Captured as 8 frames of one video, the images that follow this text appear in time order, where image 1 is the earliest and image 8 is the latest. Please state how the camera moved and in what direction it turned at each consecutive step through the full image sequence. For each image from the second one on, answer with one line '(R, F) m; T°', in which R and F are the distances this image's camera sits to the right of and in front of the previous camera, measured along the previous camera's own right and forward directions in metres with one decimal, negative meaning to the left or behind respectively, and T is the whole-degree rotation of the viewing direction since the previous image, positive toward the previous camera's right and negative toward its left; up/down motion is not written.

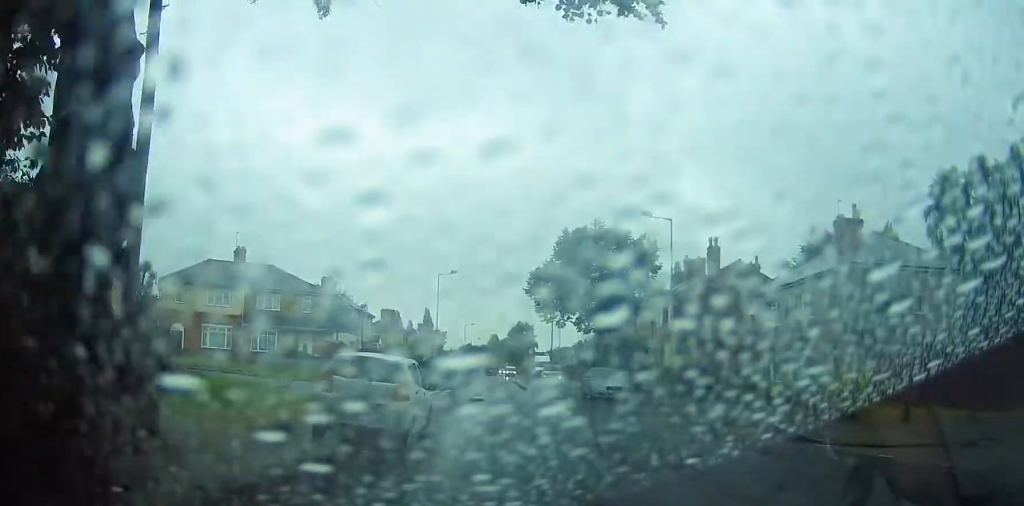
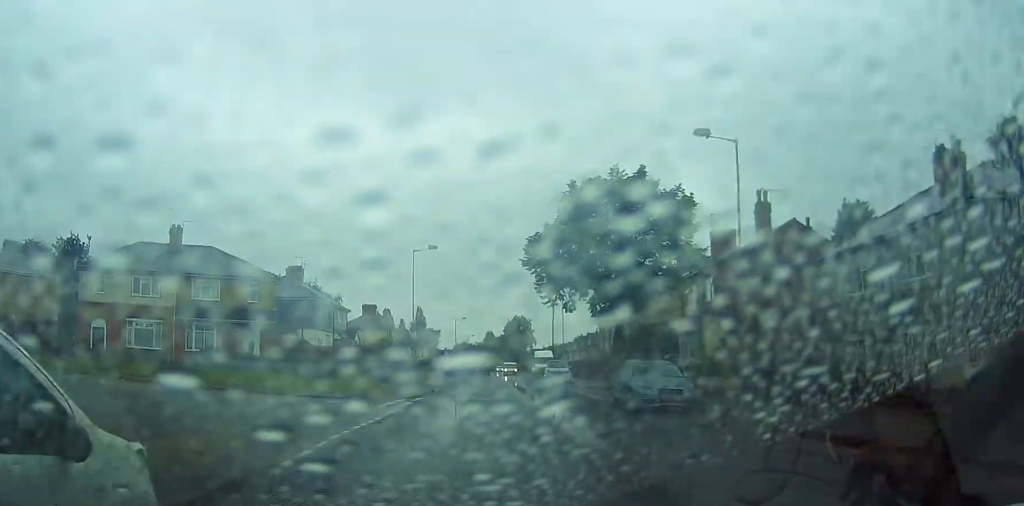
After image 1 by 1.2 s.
(0.0, +11.1) m; -1°
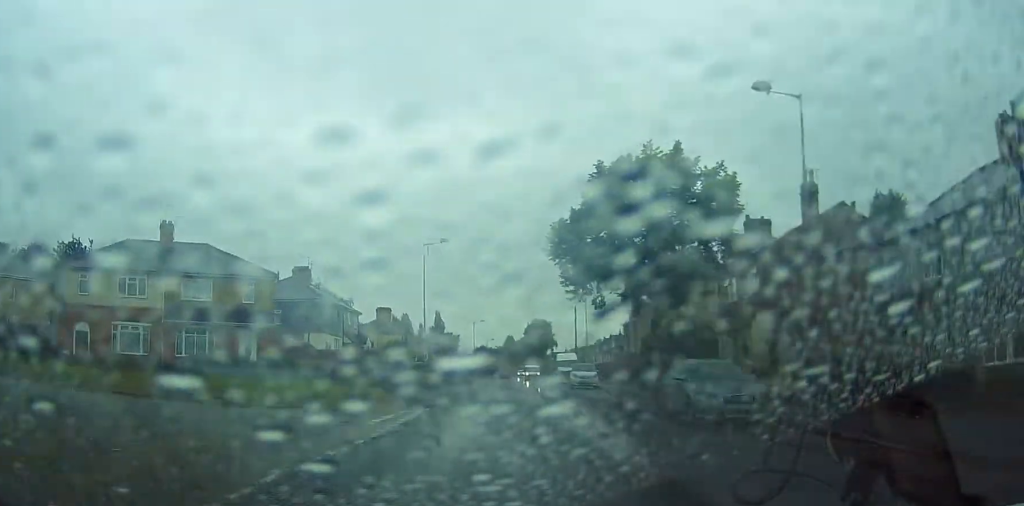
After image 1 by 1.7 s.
(0.0, +4.1) m; -1°
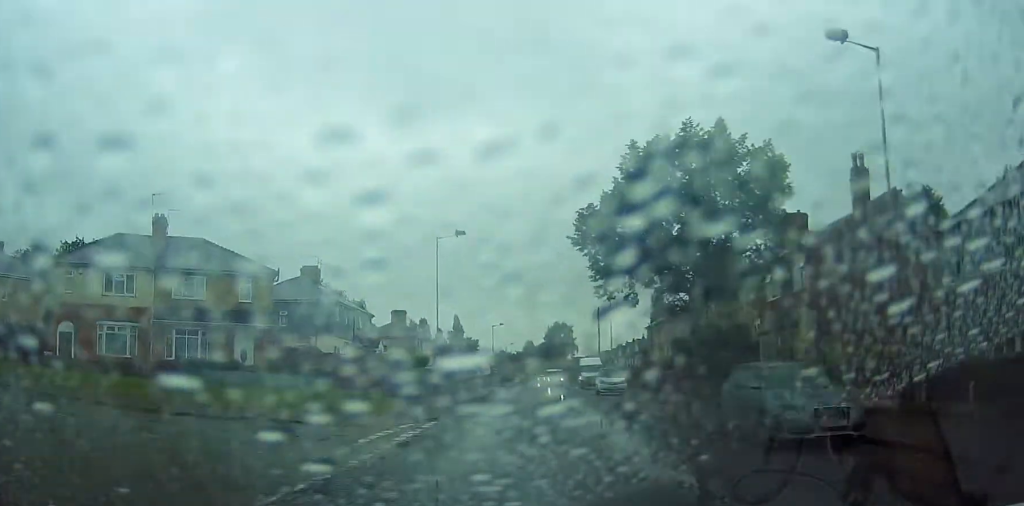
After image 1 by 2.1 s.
(0.0, +3.6) m; -1°
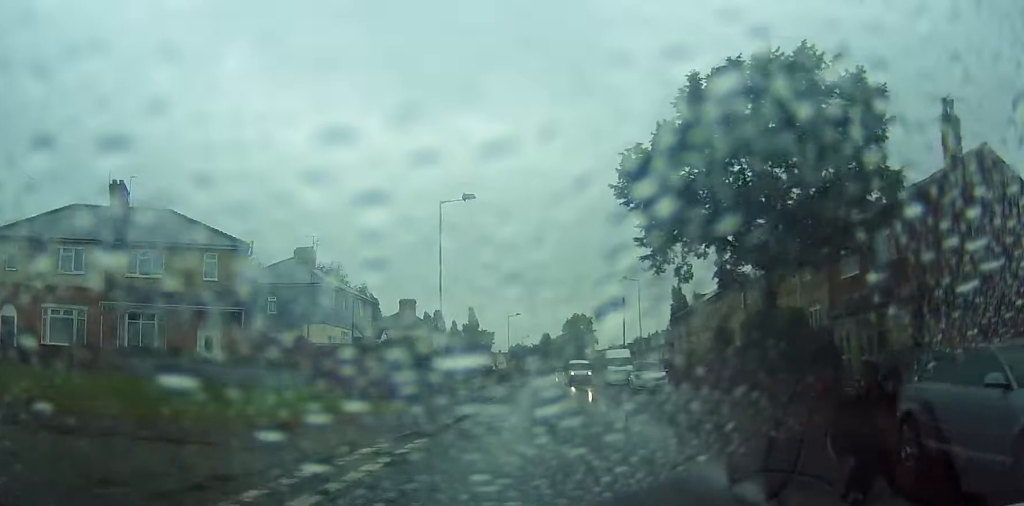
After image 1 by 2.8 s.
(-0.1, +6.5) m; -1°
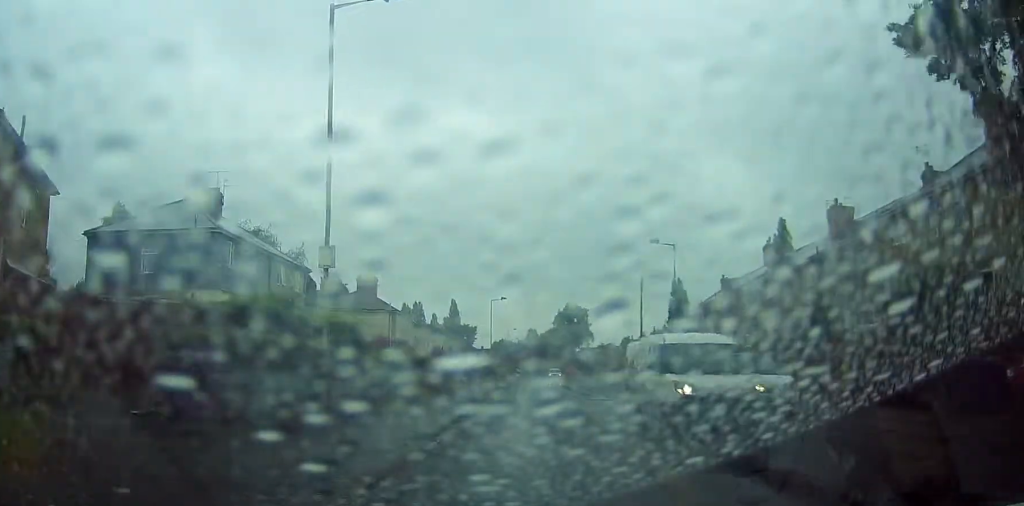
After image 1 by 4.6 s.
(+0.2, +16.6) m; +3°
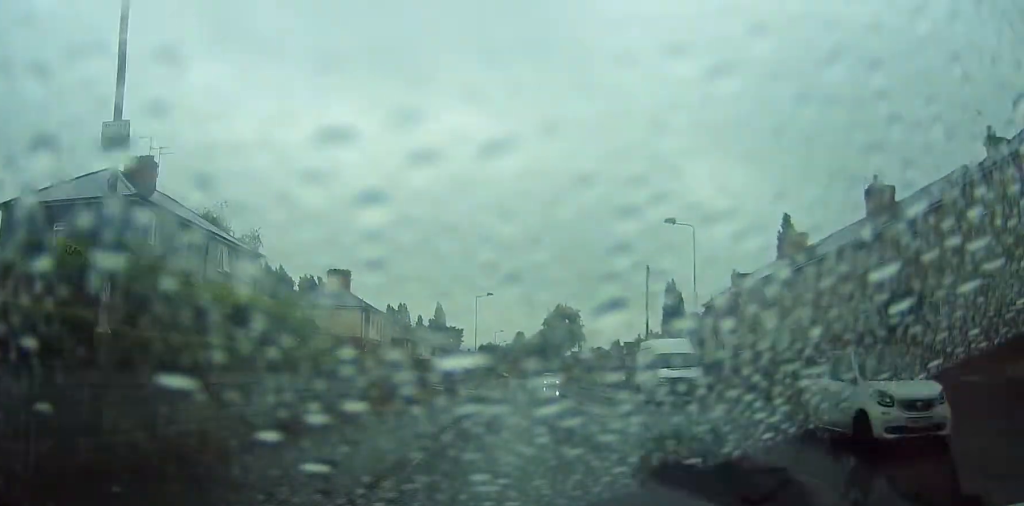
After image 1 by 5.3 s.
(+0.5, +6.9) m; -1°
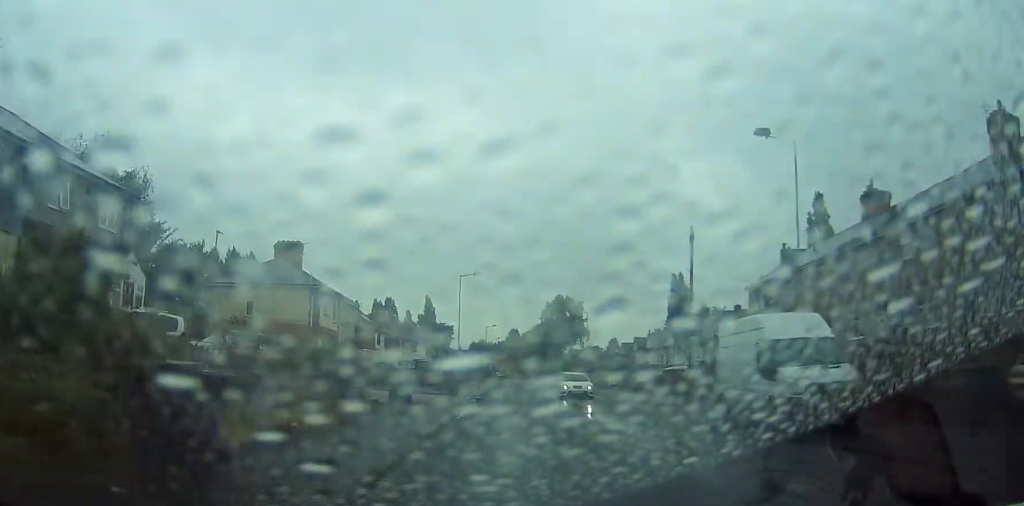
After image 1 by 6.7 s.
(-0.7, +13.4) m; 0°
